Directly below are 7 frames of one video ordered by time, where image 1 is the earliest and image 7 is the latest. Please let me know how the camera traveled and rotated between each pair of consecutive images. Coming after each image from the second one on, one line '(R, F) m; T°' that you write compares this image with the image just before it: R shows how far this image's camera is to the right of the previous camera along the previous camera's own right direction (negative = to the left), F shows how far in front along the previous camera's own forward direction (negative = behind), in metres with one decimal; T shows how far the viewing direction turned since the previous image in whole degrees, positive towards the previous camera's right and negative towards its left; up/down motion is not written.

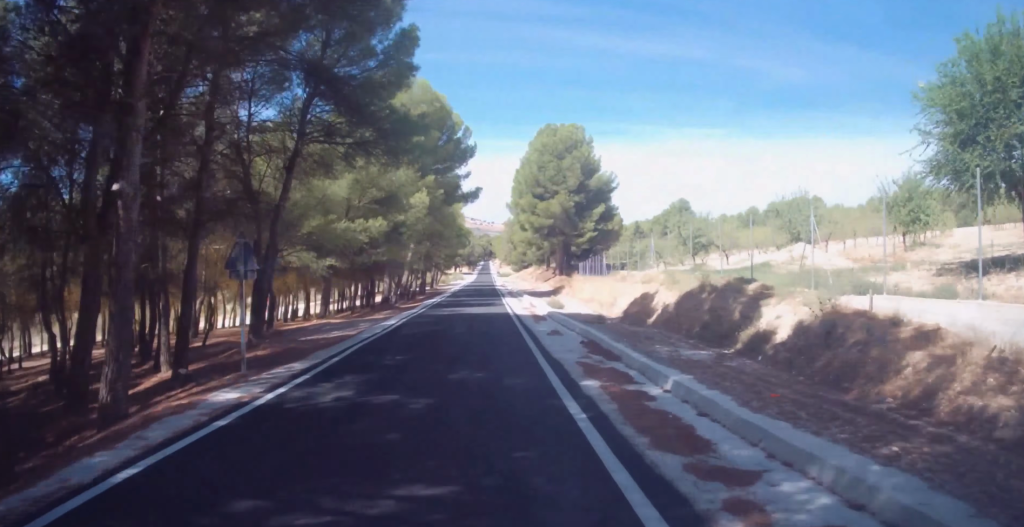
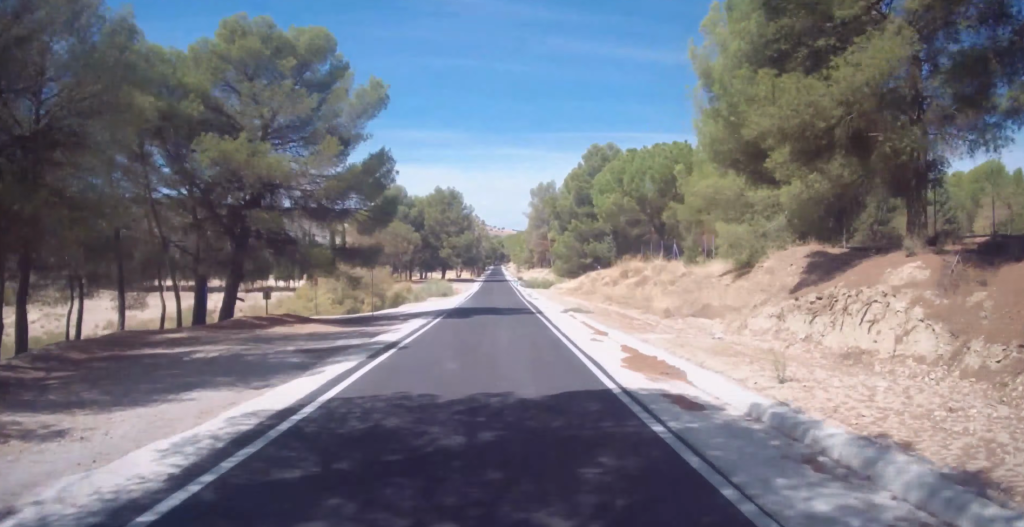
(-2.2, +84.7) m; -1°
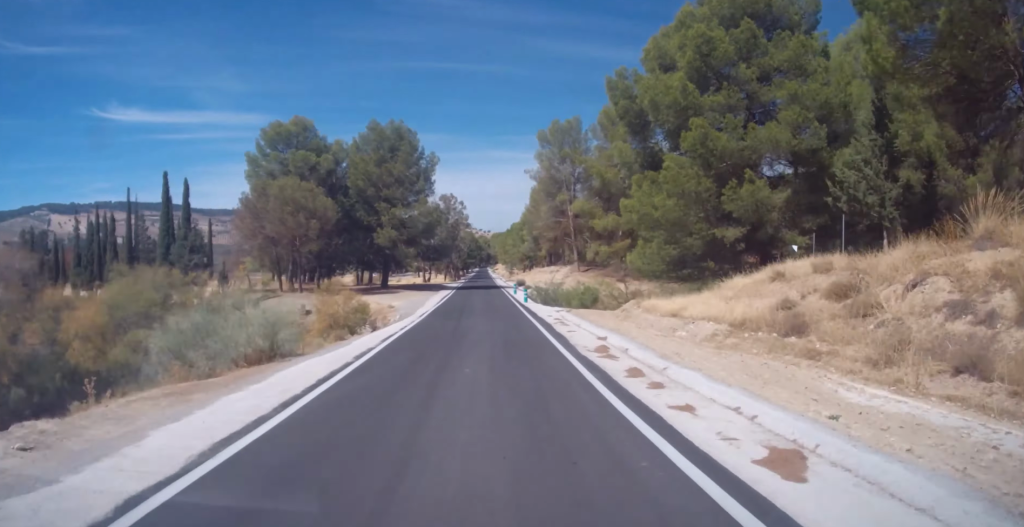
(+0.6, +50.9) m; 0°
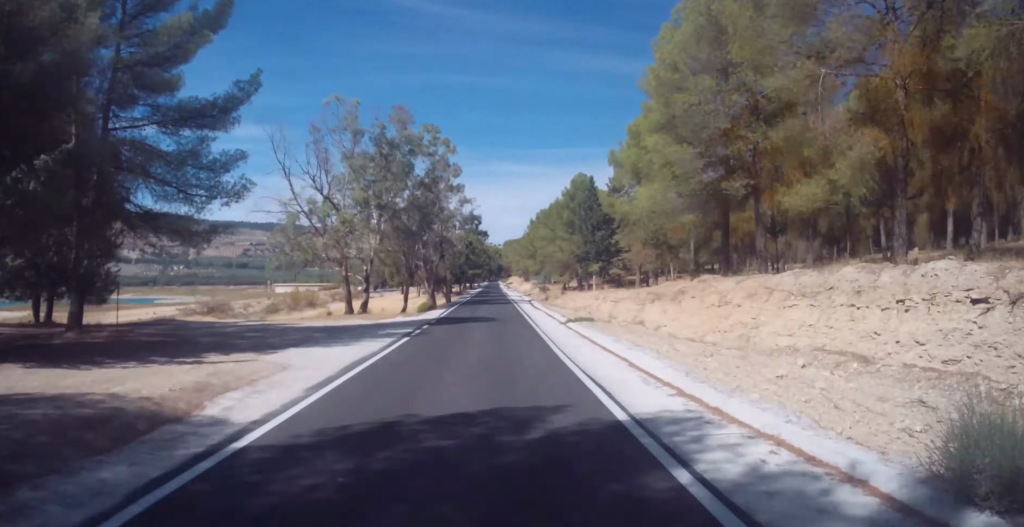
(+0.2, +68.9) m; 0°
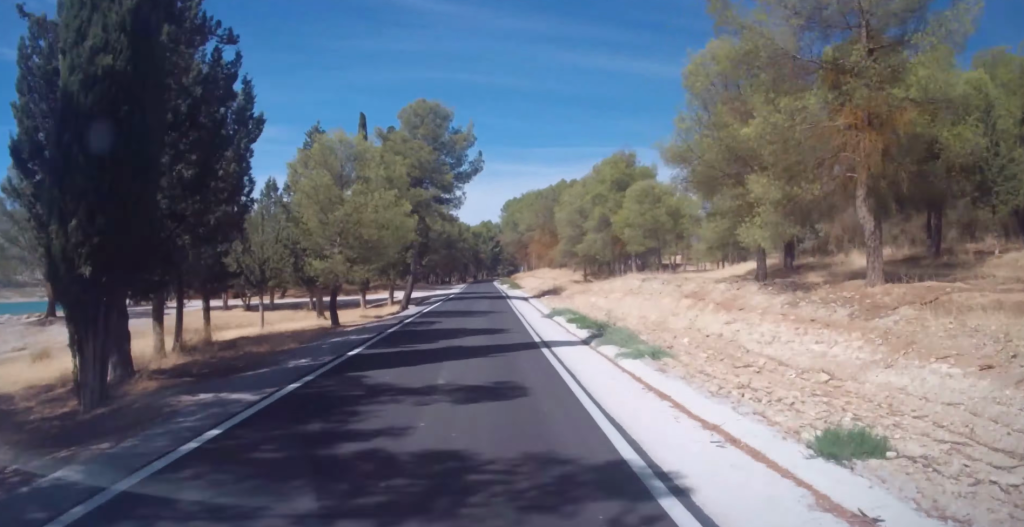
(-0.7, +164.6) m; 0°
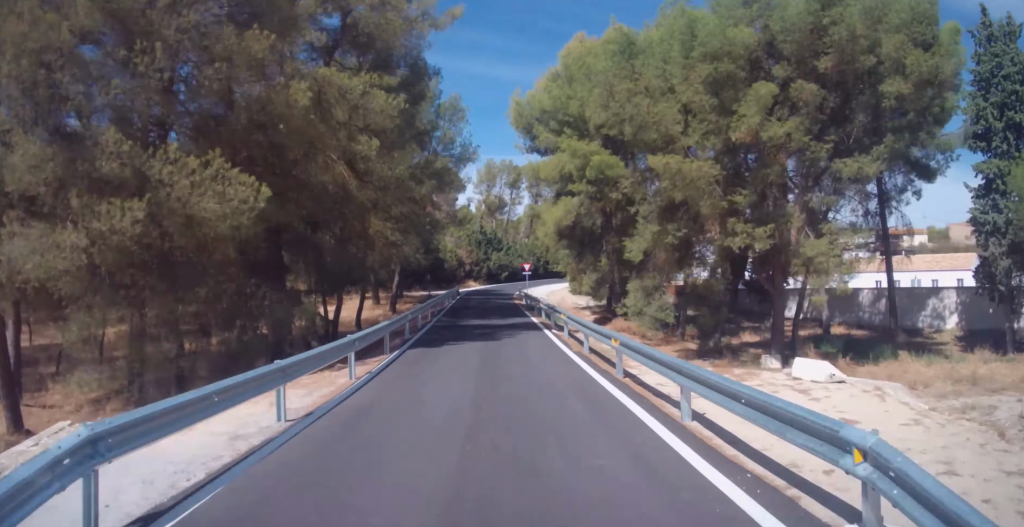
(+17.0, +208.4) m; +18°
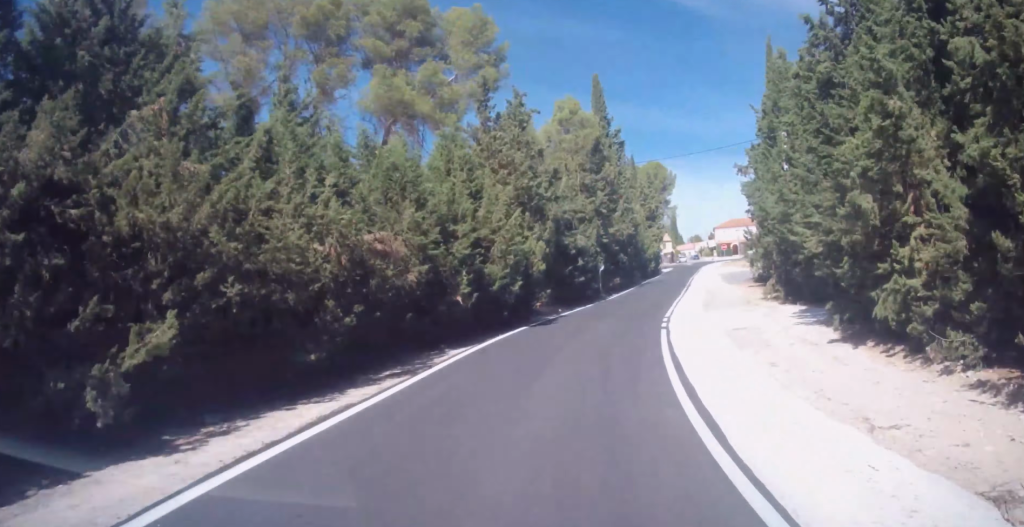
(+9.9, +67.4) m; +16°
